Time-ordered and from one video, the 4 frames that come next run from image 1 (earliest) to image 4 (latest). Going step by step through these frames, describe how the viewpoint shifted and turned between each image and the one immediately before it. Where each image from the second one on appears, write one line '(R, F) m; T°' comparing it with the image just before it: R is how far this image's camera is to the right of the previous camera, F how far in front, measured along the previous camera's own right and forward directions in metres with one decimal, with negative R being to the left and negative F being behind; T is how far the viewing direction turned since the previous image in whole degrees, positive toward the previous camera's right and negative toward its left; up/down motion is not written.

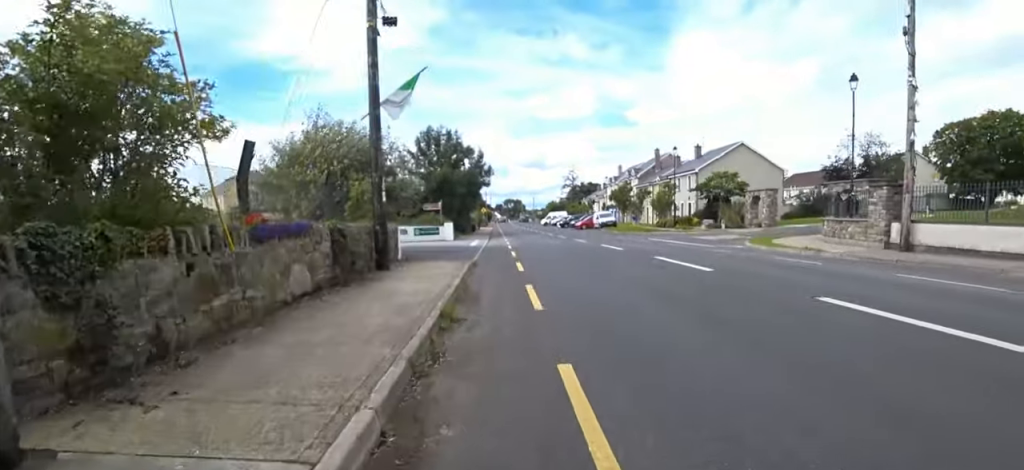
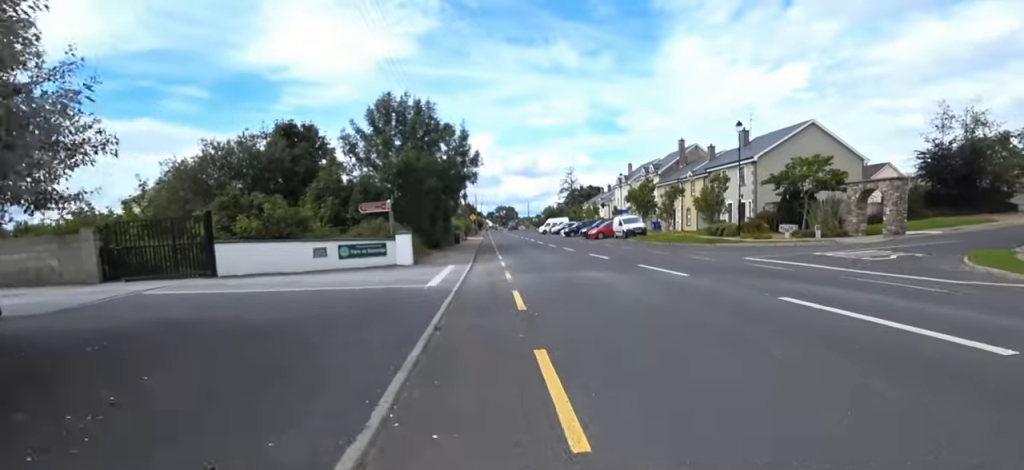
(-1.2, +11.6) m; -7°
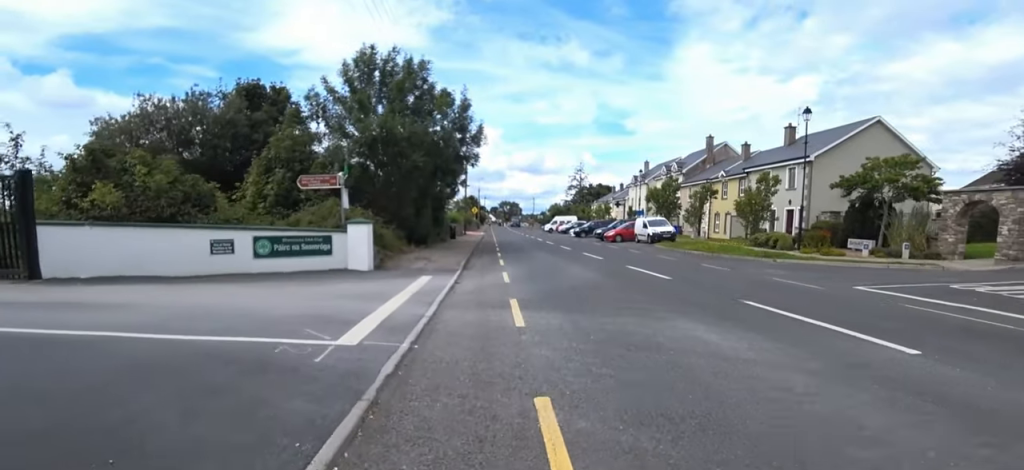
(+0.3, +5.5) m; 0°
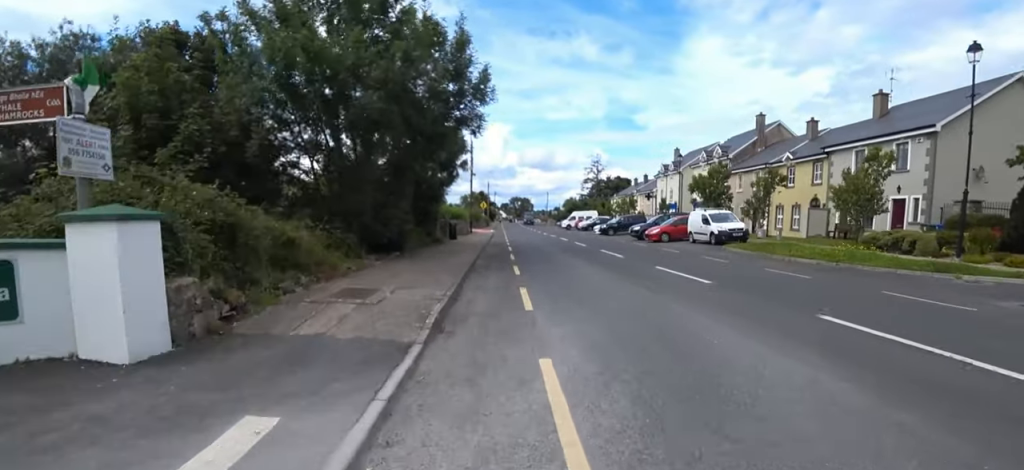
(-0.2, +7.6) m; 0°
